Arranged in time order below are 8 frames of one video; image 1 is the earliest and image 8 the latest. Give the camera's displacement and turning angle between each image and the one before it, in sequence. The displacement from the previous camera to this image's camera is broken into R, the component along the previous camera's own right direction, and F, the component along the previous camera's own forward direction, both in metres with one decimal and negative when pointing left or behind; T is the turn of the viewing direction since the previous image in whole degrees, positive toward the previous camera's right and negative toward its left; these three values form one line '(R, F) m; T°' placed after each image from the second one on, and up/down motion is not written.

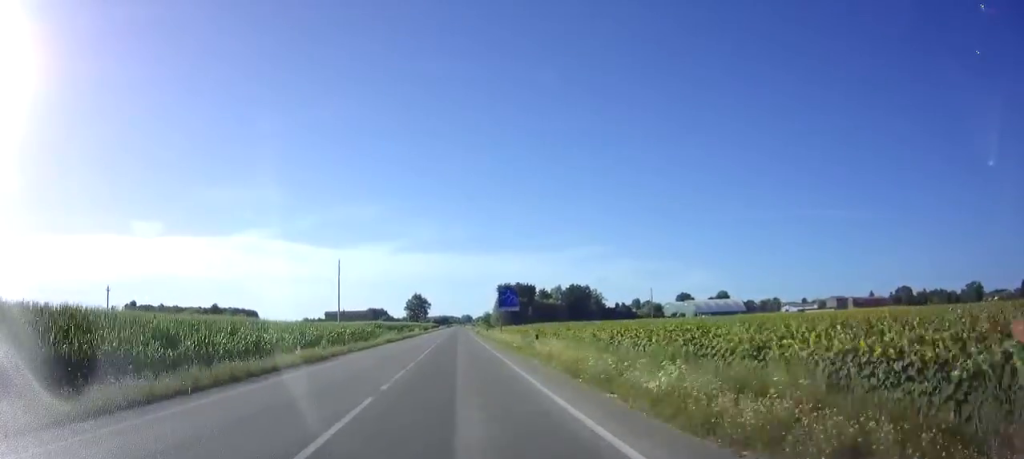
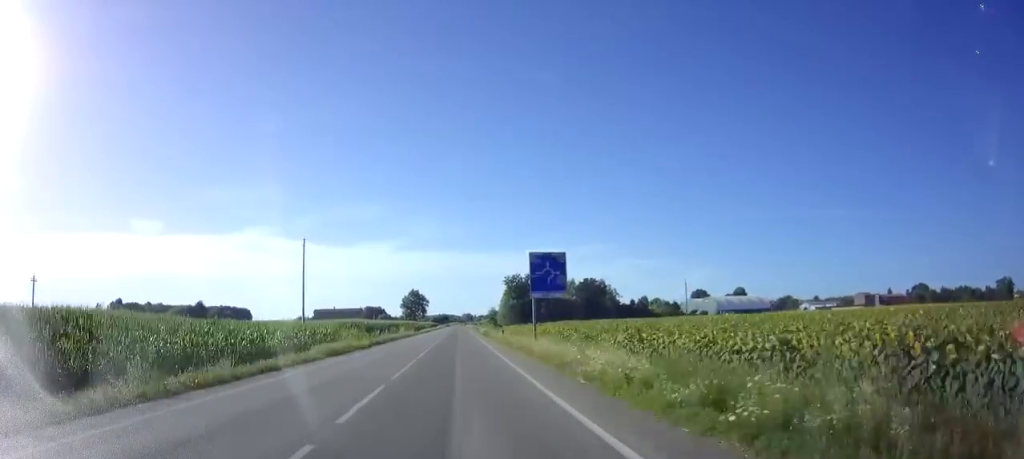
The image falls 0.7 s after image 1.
(-0.1, +21.8) m; 0°
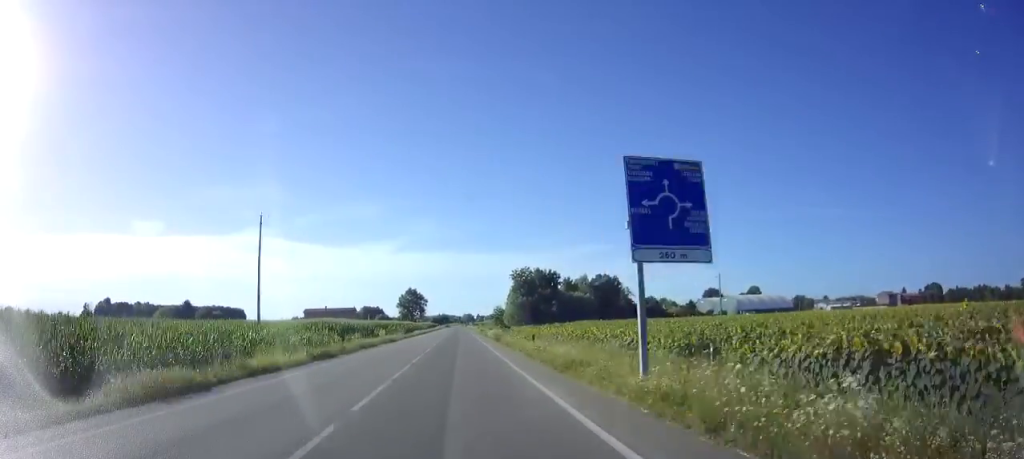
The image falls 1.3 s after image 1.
(+0.1, +16.3) m; 0°
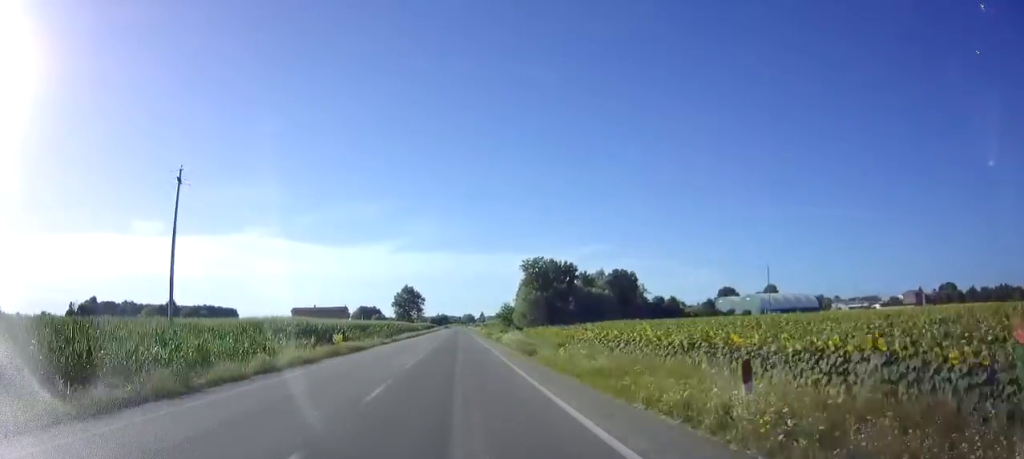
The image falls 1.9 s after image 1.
(0.0, +18.0) m; 0°
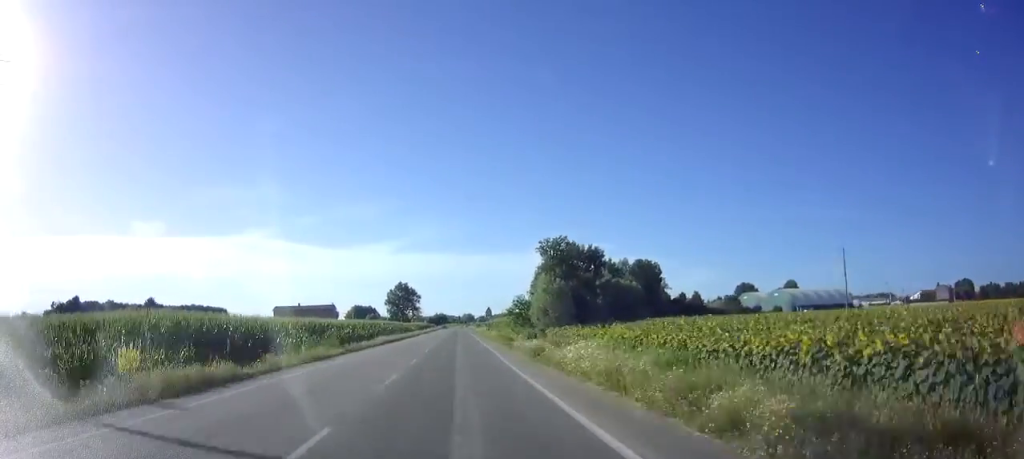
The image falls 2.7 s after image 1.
(-0.2, +21.3) m; 0°
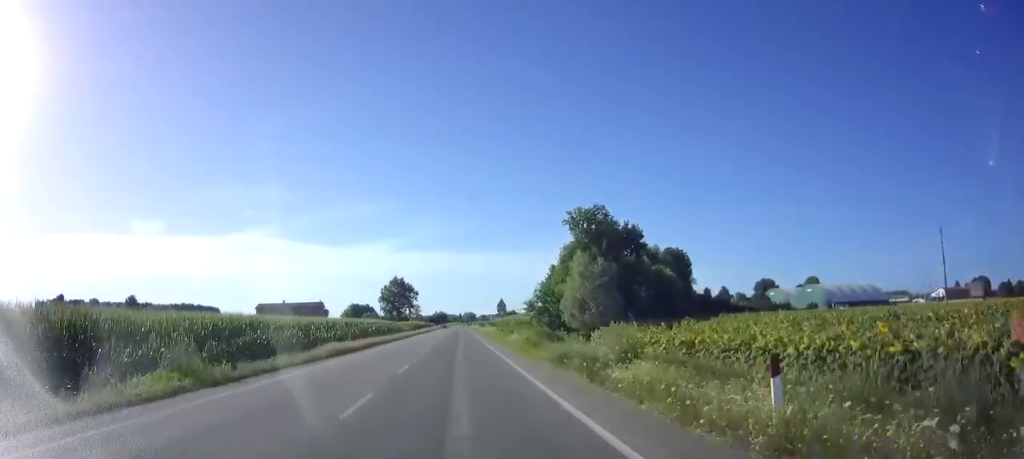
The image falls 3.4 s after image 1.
(+0.1, +18.0) m; 0°
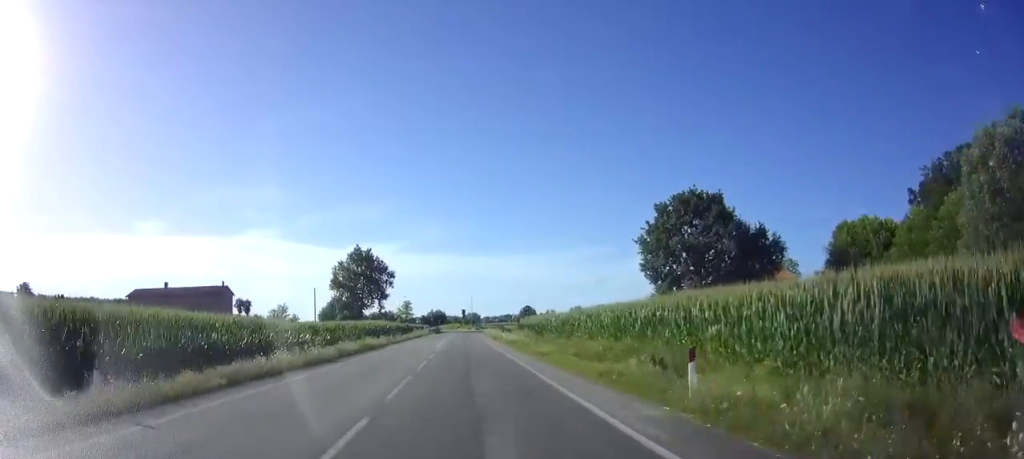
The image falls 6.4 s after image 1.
(-0.1, +75.1) m; 0°
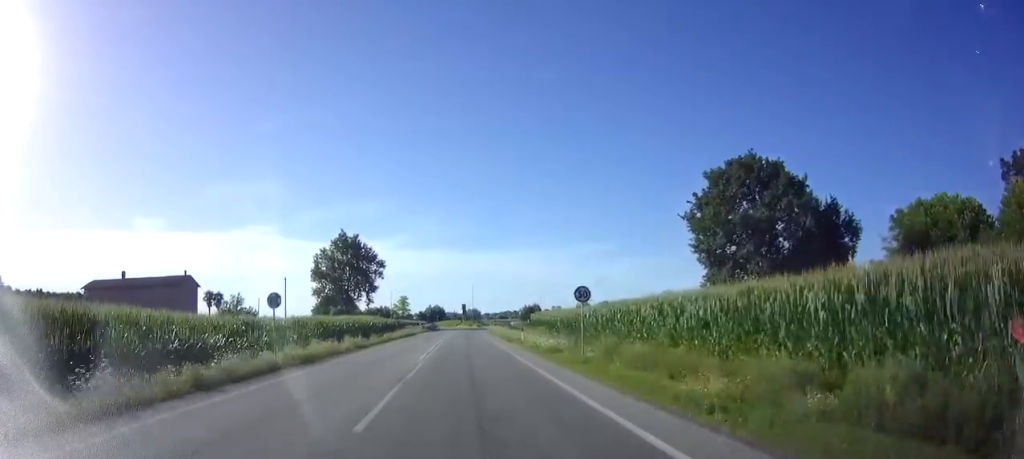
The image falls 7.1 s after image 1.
(0.0, +14.5) m; 0°
